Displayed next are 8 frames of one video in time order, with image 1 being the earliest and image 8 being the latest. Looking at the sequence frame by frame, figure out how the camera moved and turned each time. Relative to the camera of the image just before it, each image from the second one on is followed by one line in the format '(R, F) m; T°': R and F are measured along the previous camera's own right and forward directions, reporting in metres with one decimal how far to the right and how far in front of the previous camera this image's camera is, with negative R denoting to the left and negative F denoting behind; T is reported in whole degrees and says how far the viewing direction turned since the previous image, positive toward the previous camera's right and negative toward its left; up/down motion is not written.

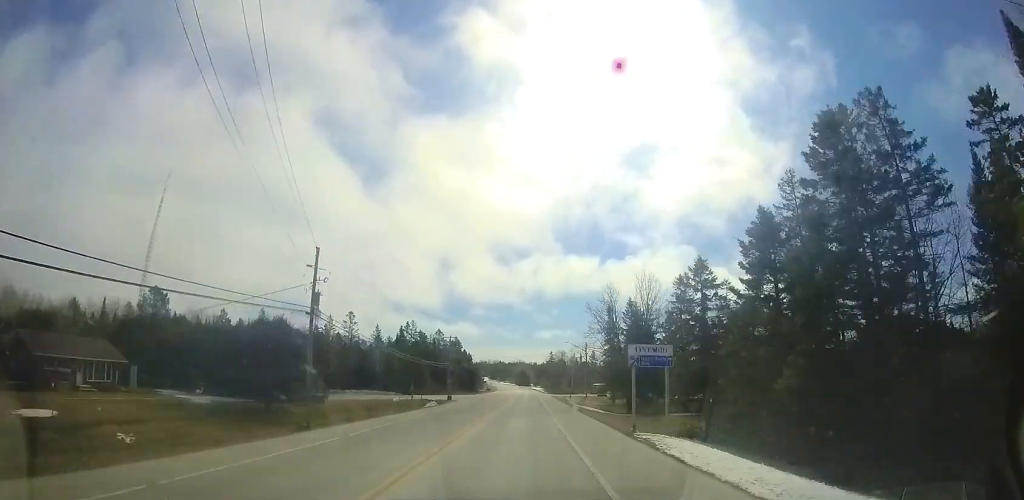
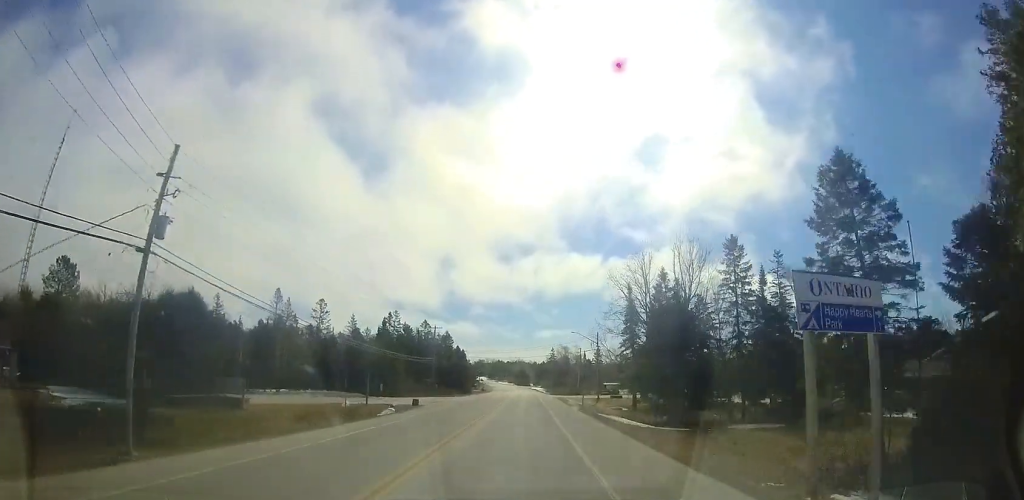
(-0.2, +12.3) m; -2°
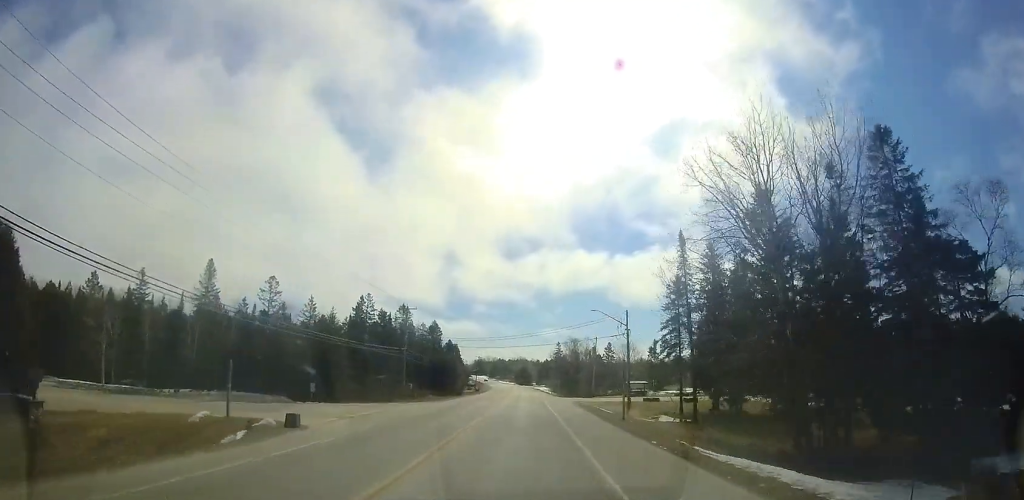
(-0.5, +15.9) m; -8°
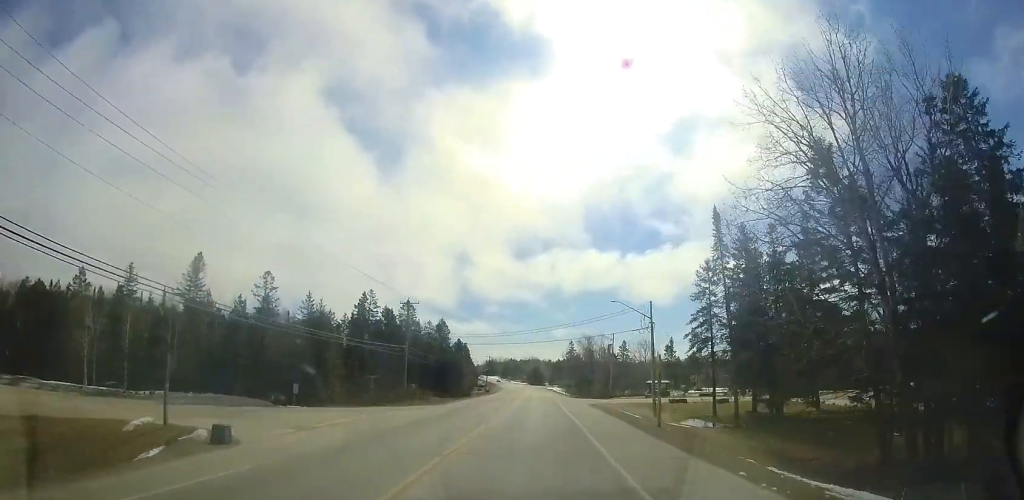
(+0.1, +4.5) m; -5°
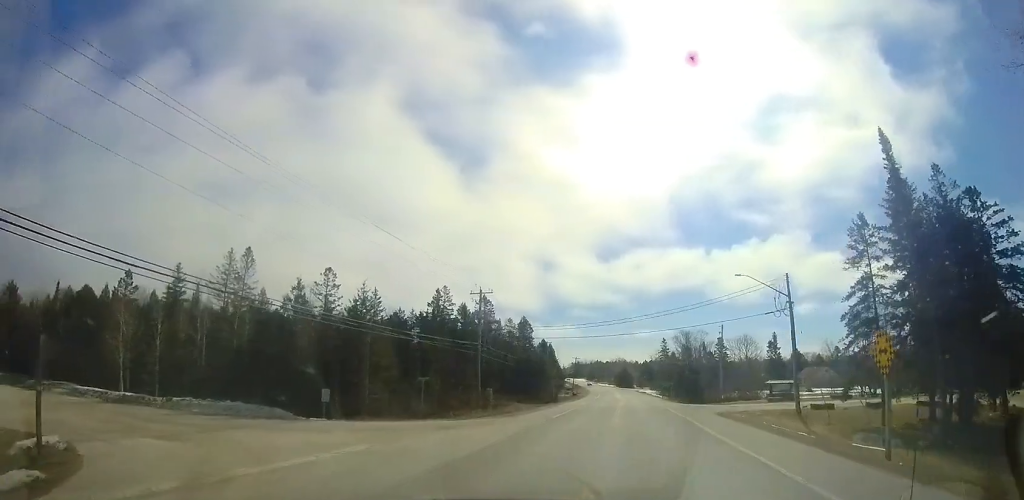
(-1.4, +8.4) m; -15°
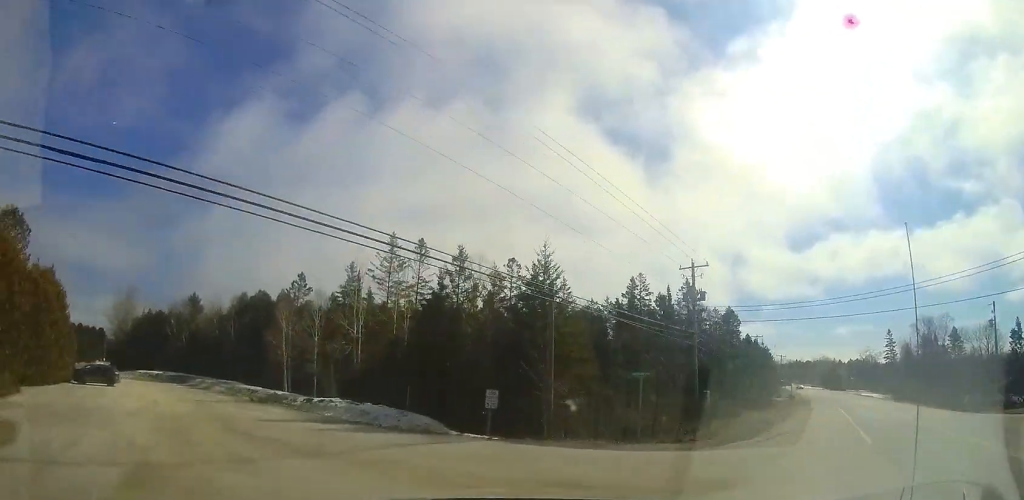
(-1.8, +8.9) m; -27°
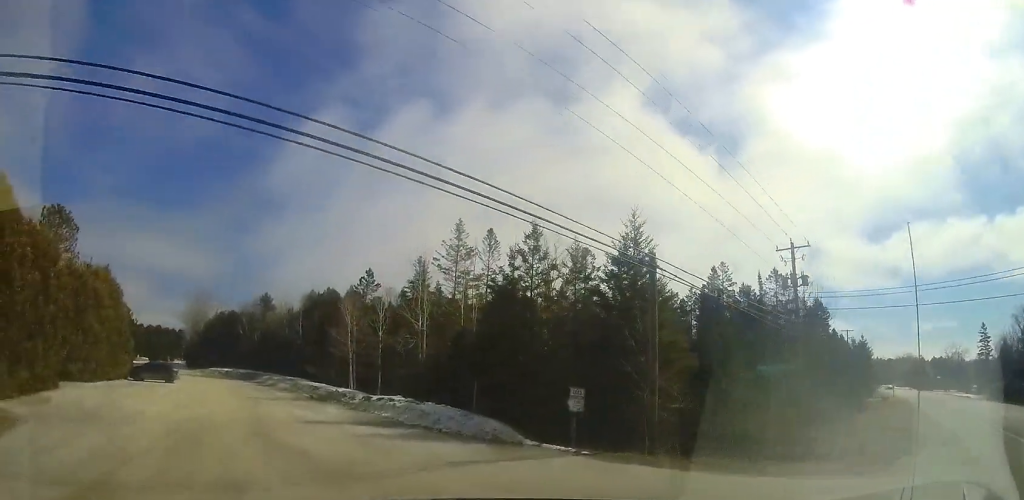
(-0.1, +3.2) m; -11°
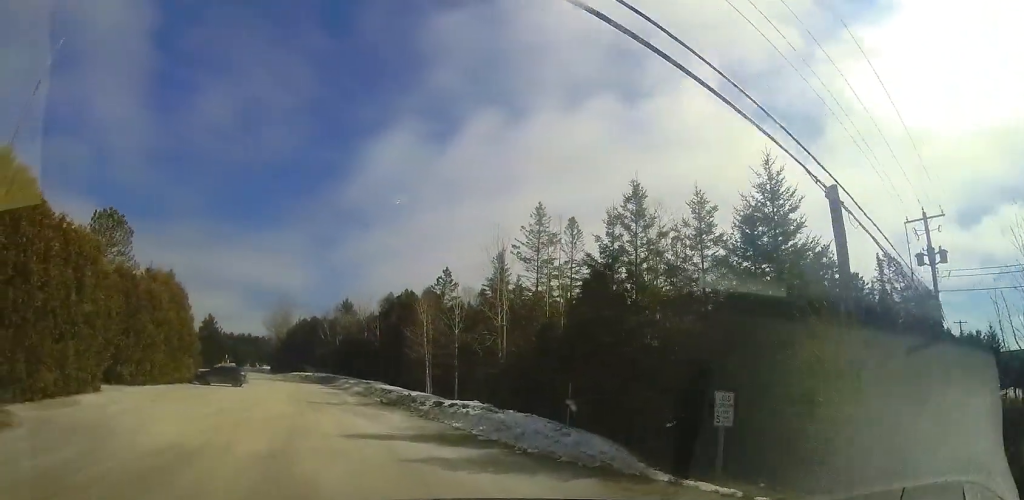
(-0.8, +4.1) m; -8°
